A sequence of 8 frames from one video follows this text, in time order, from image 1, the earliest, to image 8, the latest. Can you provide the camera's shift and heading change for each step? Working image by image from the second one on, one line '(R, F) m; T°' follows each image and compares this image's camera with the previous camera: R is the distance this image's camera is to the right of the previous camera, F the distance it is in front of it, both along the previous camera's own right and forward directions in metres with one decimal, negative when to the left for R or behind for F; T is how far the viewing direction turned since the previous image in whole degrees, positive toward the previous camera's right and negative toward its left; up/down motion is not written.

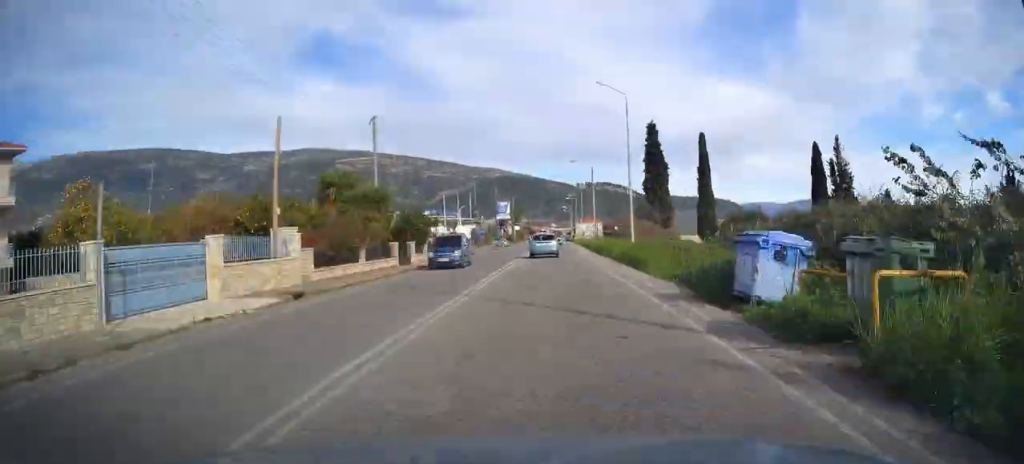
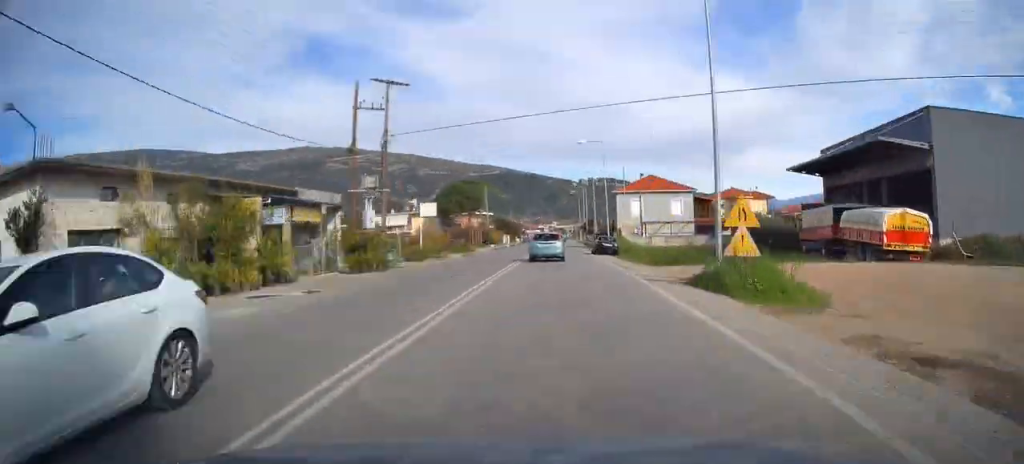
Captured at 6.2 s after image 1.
(-2.2, +107.1) m; -1°
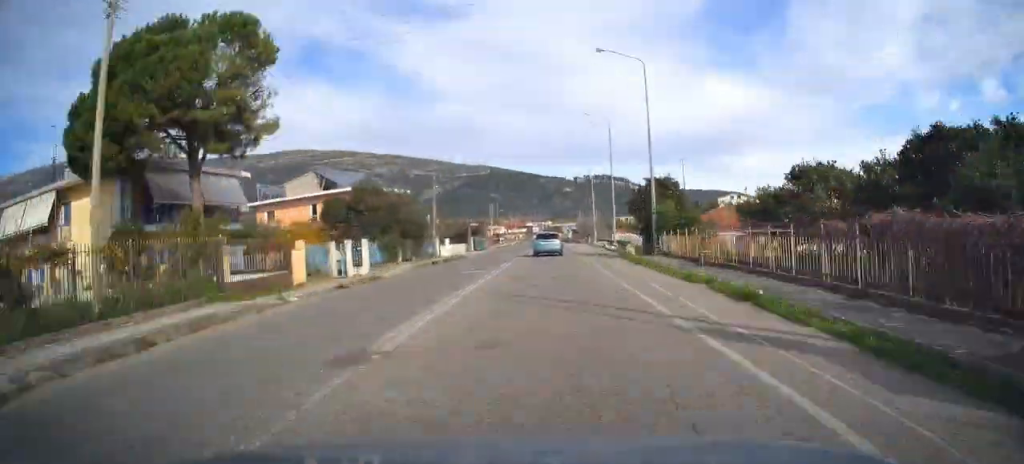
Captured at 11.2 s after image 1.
(-0.1, +85.6) m; 0°
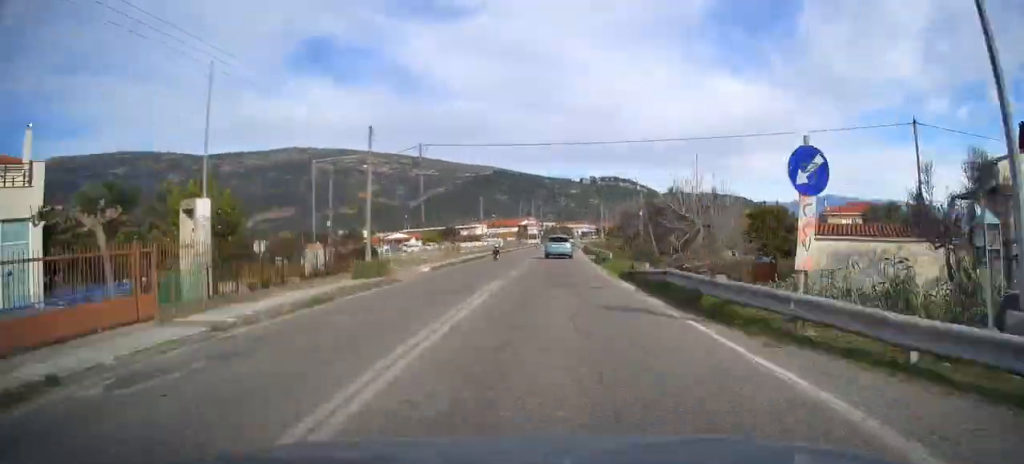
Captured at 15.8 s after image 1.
(-0.2, +78.2) m; +1°
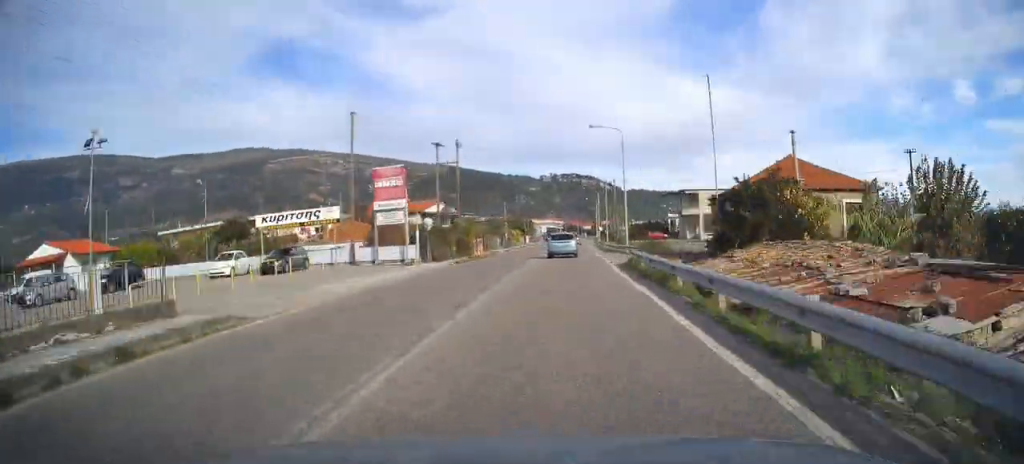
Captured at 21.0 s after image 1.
(+2.2, +87.3) m; +3°
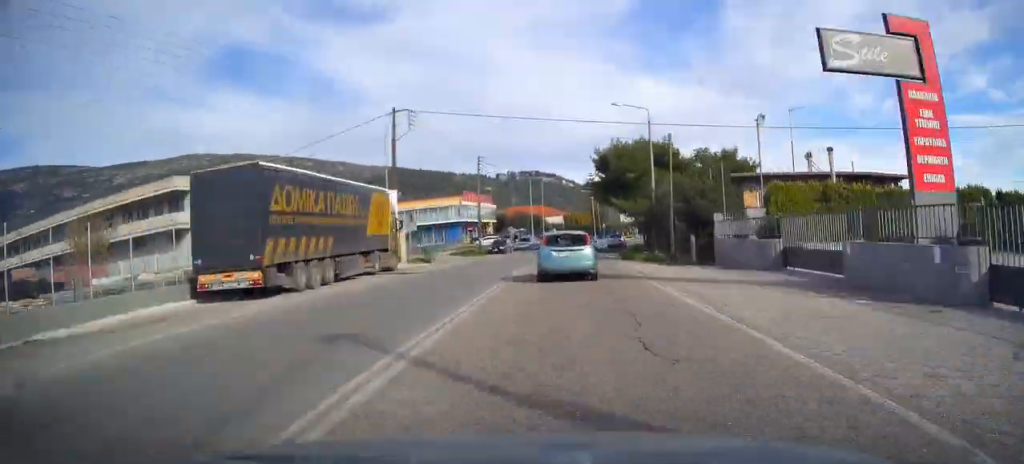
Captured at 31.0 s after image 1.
(+9.2, +160.0) m; +11°
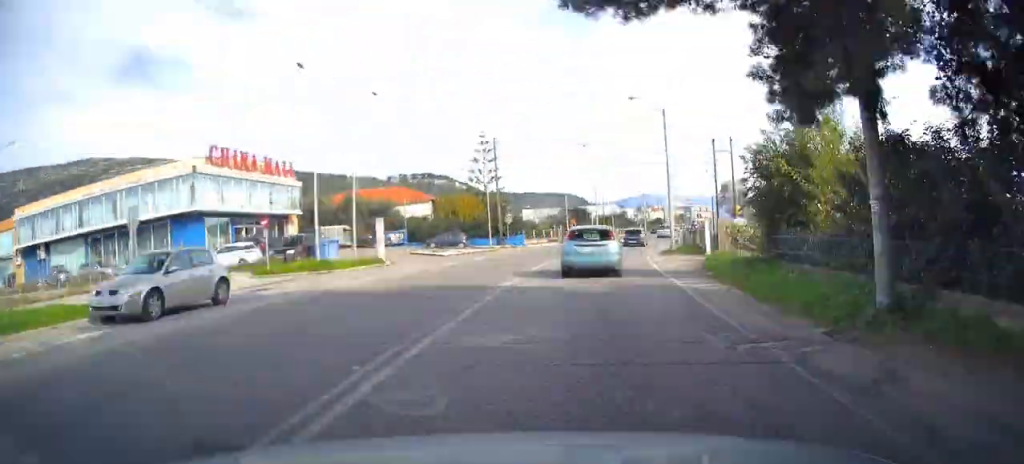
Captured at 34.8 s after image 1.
(+1.7, +58.0) m; +8°
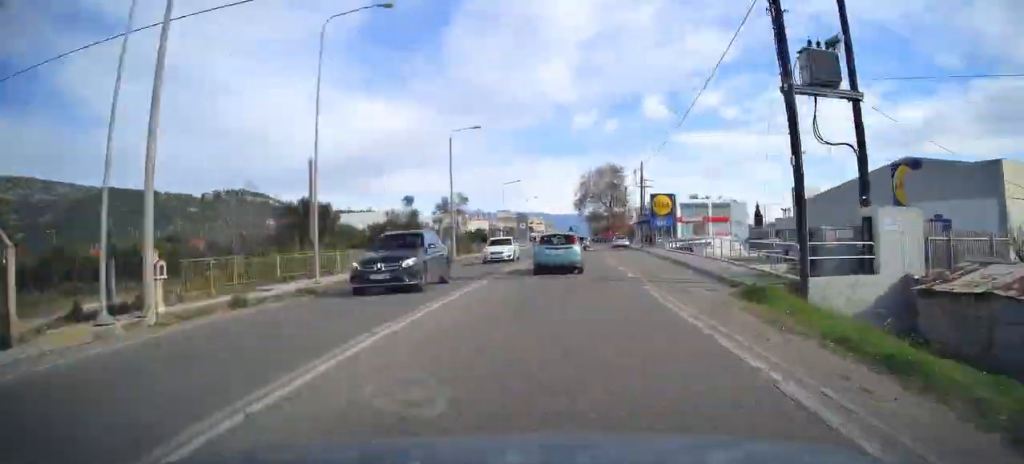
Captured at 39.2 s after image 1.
(+9.4, +66.9) m; +9°
